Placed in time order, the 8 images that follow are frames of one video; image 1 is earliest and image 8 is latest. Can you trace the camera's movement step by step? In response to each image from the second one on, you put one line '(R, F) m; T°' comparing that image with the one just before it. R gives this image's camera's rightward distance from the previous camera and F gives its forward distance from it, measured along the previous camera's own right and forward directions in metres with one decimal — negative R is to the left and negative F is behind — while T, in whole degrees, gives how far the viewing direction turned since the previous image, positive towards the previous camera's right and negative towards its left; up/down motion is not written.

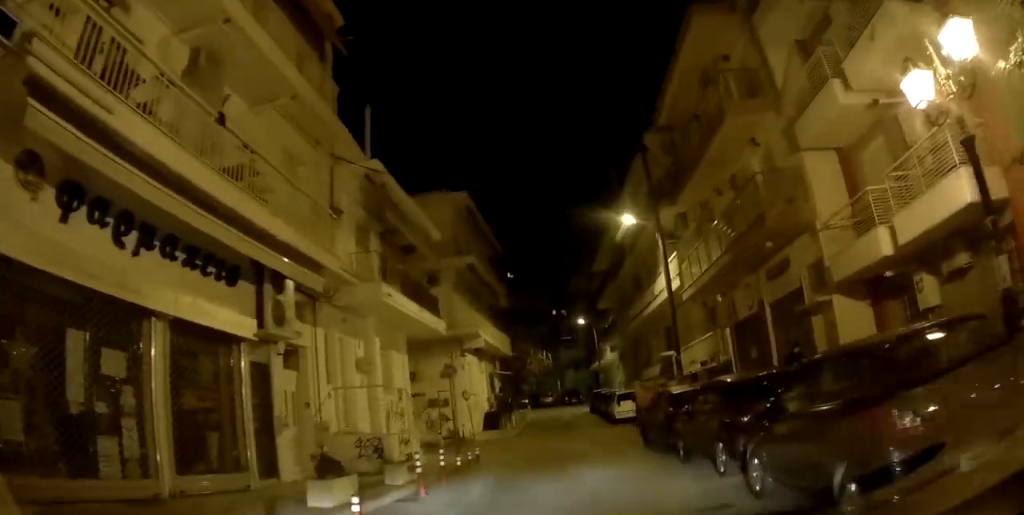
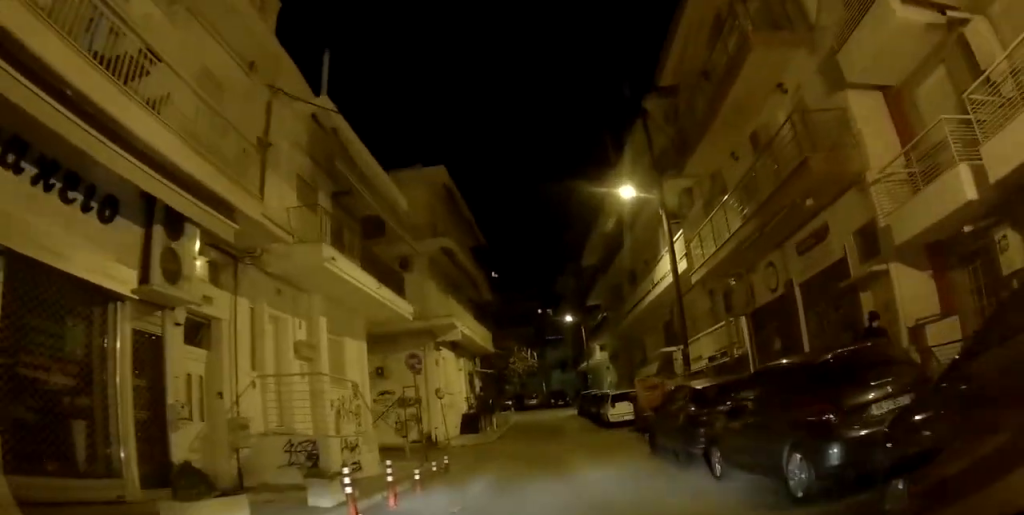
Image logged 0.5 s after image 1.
(+0.2, +2.8) m; +2°
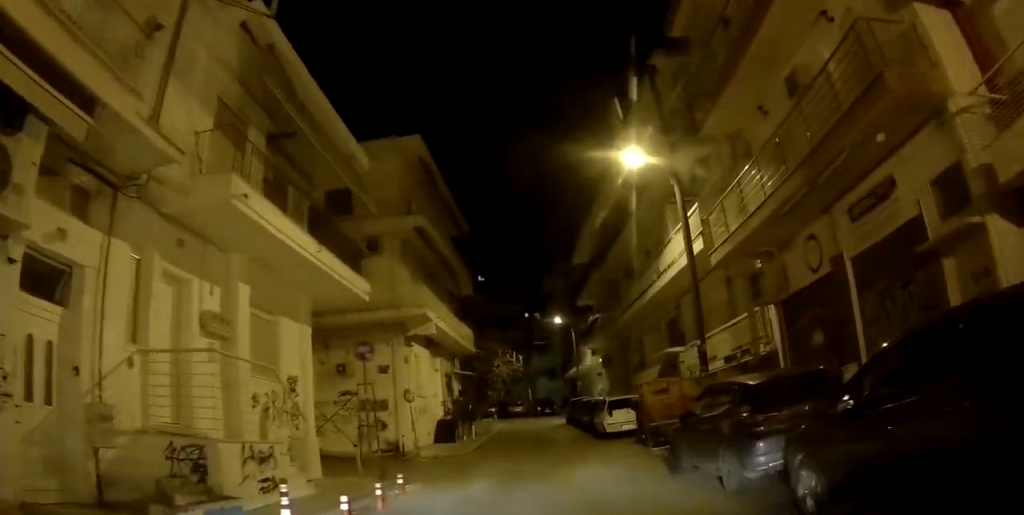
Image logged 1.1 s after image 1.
(+0.1, +2.9) m; +2°
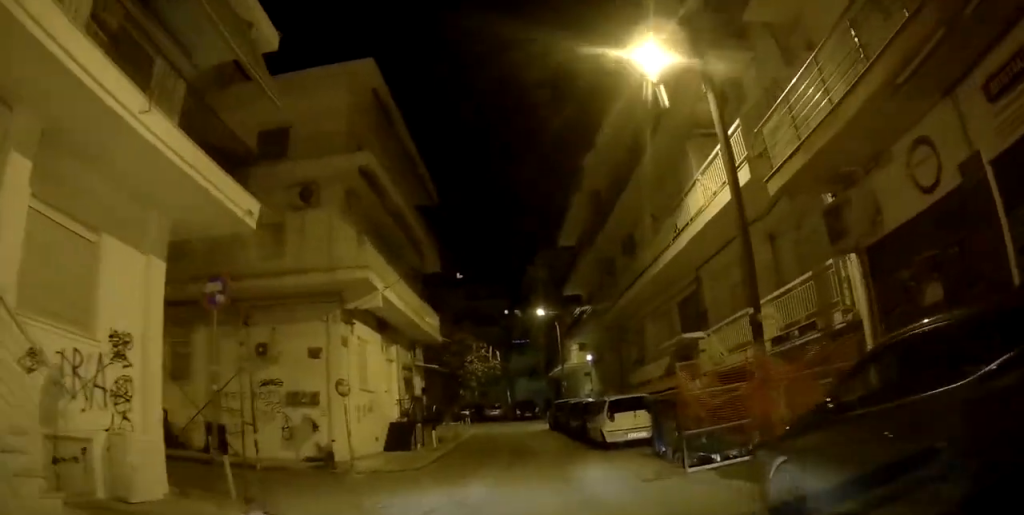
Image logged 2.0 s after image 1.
(0.0, +4.7) m; +4°
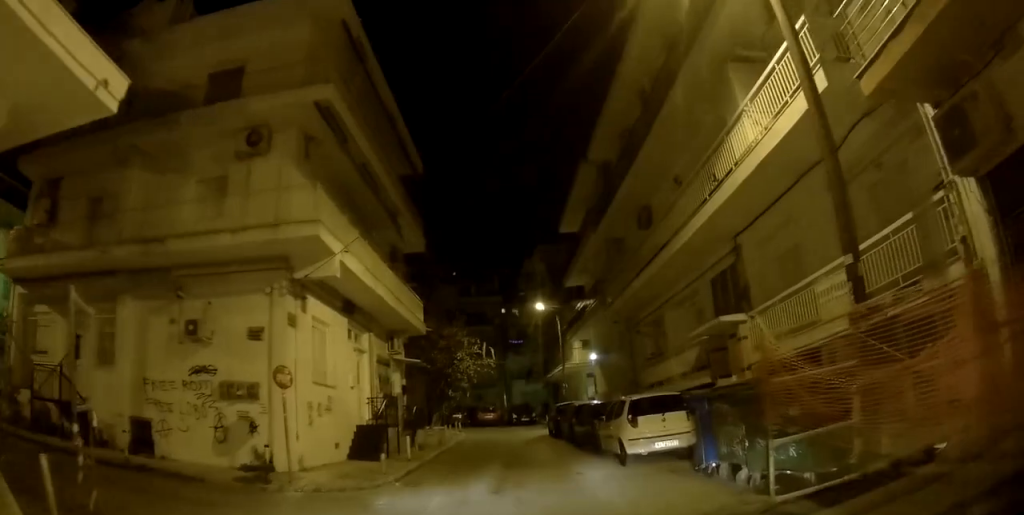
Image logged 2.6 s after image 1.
(+0.2, +3.3) m; 0°
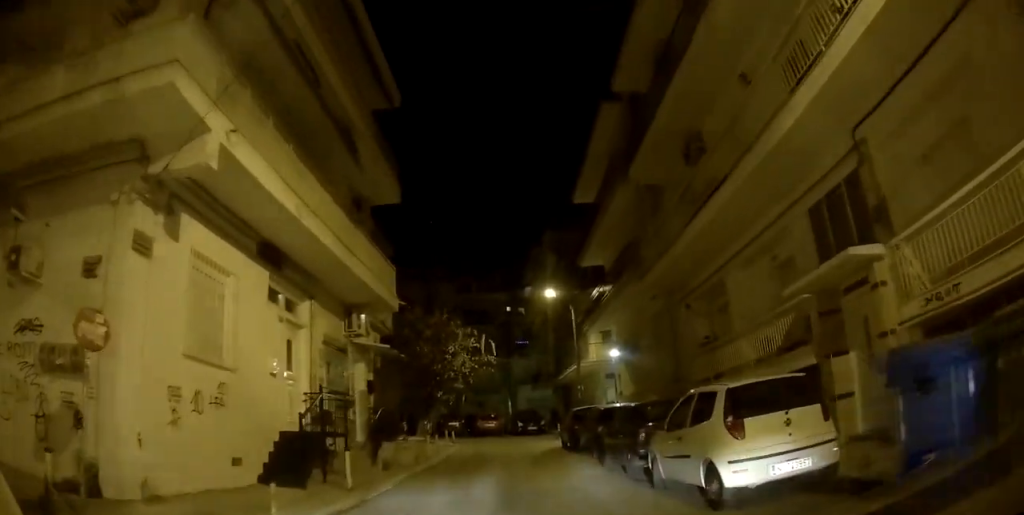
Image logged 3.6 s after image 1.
(0.0, +5.2) m; +2°
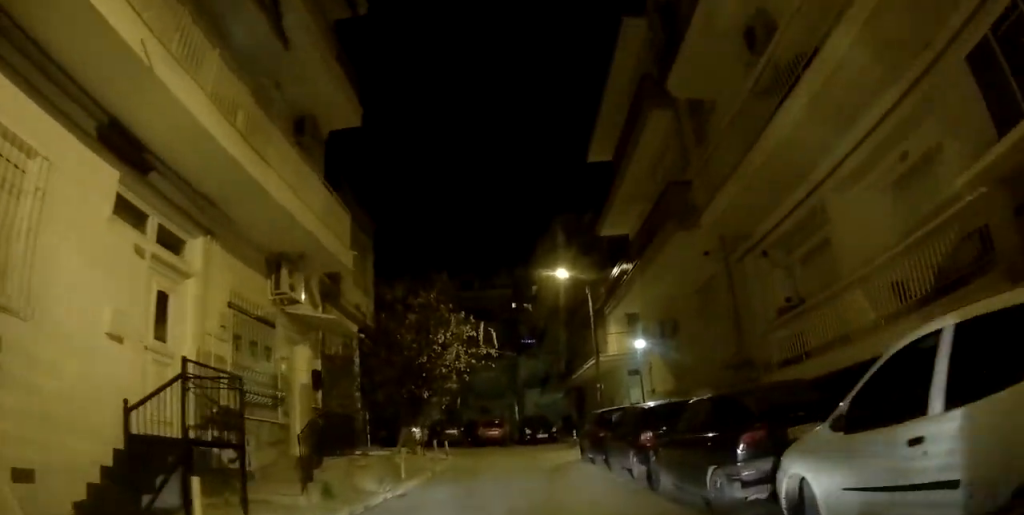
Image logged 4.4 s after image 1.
(+0.1, +4.3) m; -1°
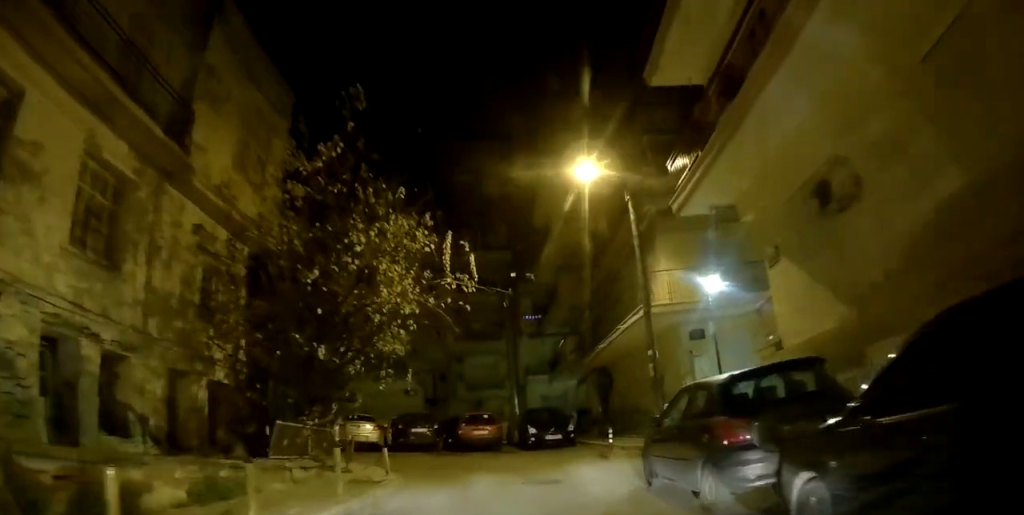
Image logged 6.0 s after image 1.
(-0.8, +8.7) m; -12°
